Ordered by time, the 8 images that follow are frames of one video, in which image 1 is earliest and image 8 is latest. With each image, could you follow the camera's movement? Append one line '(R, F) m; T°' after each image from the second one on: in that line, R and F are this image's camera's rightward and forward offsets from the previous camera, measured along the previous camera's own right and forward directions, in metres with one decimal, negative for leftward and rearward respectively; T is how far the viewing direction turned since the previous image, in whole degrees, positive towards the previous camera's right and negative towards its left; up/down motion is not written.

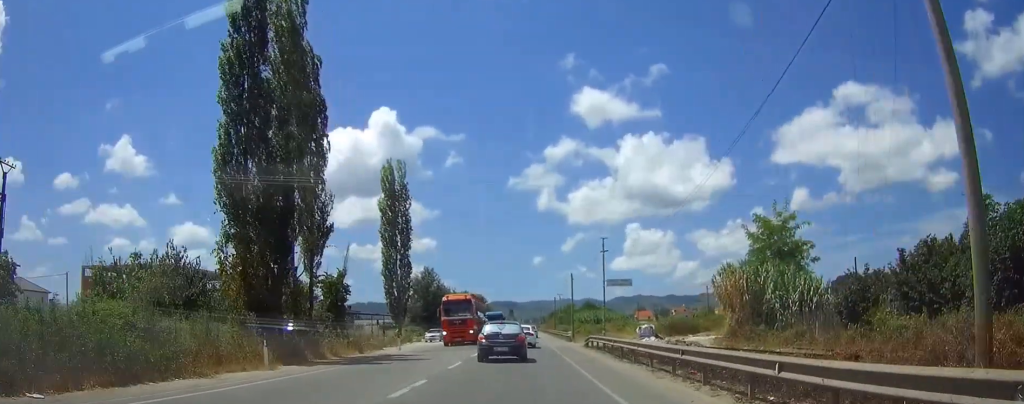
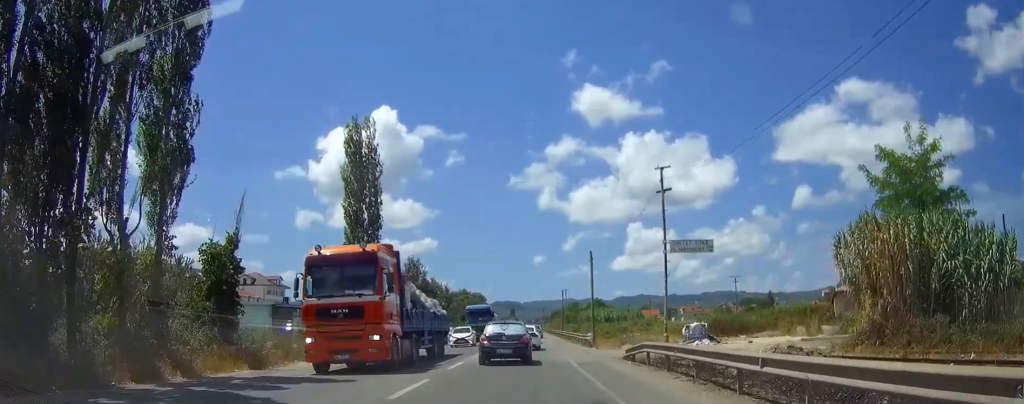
(0.0, +17.3) m; -1°
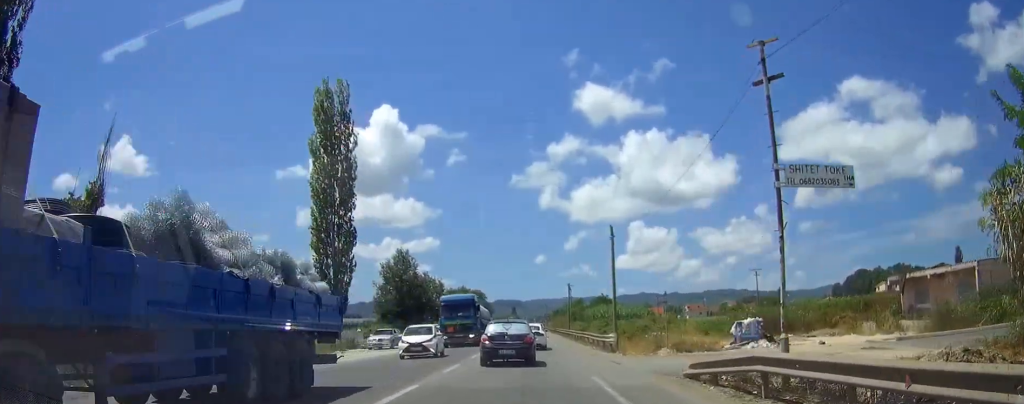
(-0.1, +10.4) m; 0°
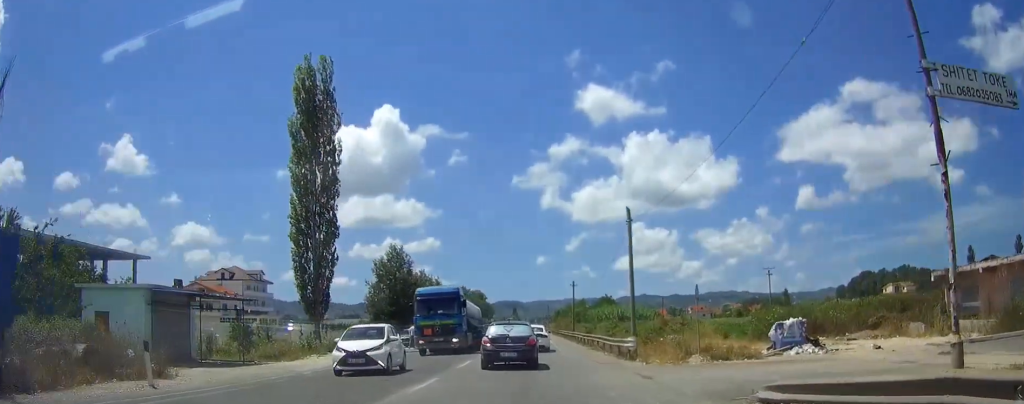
(0.0, +5.3) m; 0°
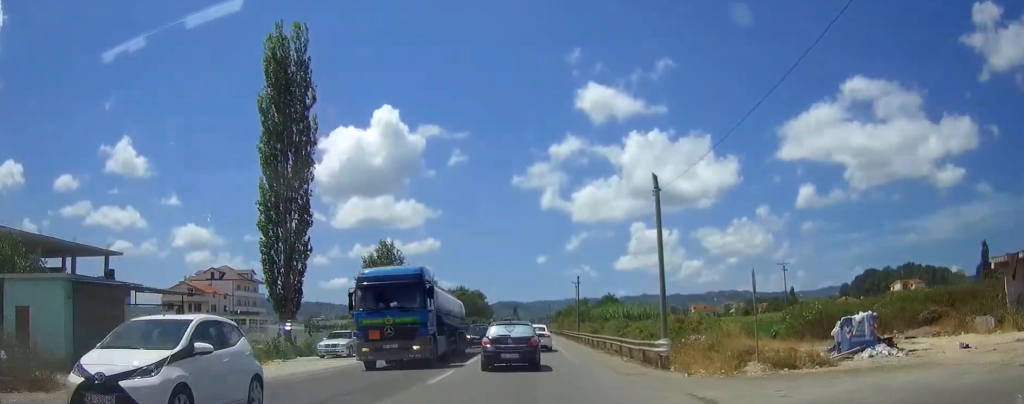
(+0.1, +6.2) m; 0°
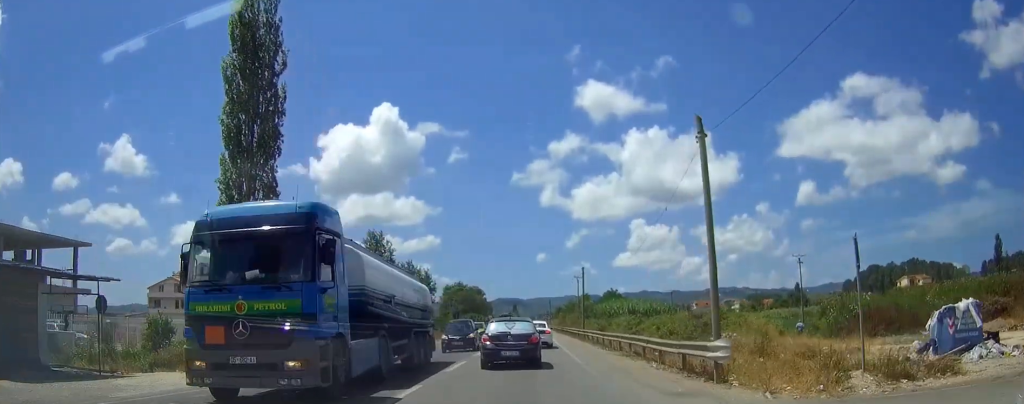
(-0.1, +5.9) m; 0°
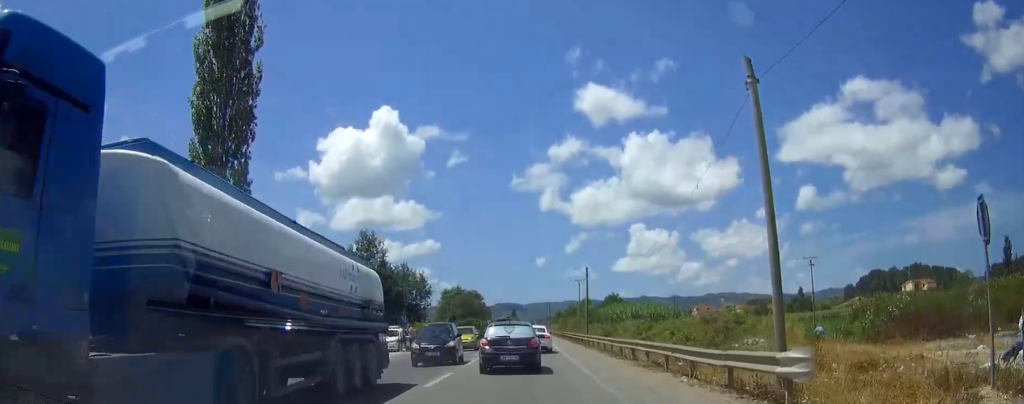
(0.0, +4.0) m; 0°
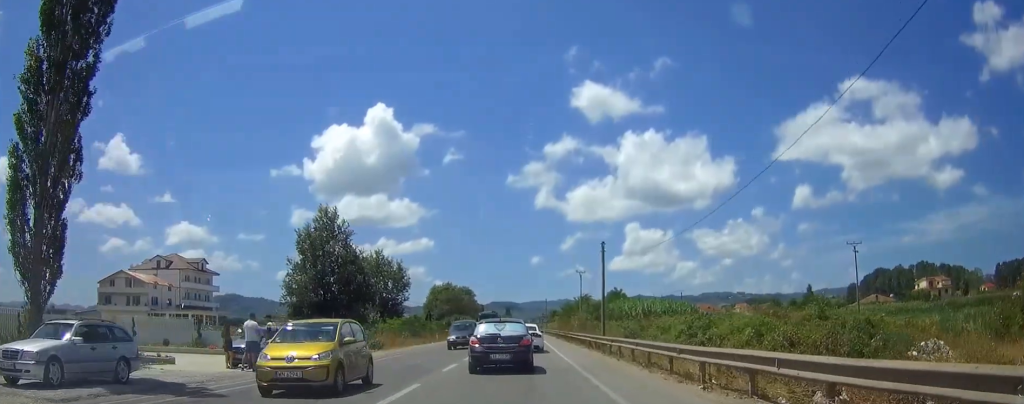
(0.0, +13.5) m; +1°
